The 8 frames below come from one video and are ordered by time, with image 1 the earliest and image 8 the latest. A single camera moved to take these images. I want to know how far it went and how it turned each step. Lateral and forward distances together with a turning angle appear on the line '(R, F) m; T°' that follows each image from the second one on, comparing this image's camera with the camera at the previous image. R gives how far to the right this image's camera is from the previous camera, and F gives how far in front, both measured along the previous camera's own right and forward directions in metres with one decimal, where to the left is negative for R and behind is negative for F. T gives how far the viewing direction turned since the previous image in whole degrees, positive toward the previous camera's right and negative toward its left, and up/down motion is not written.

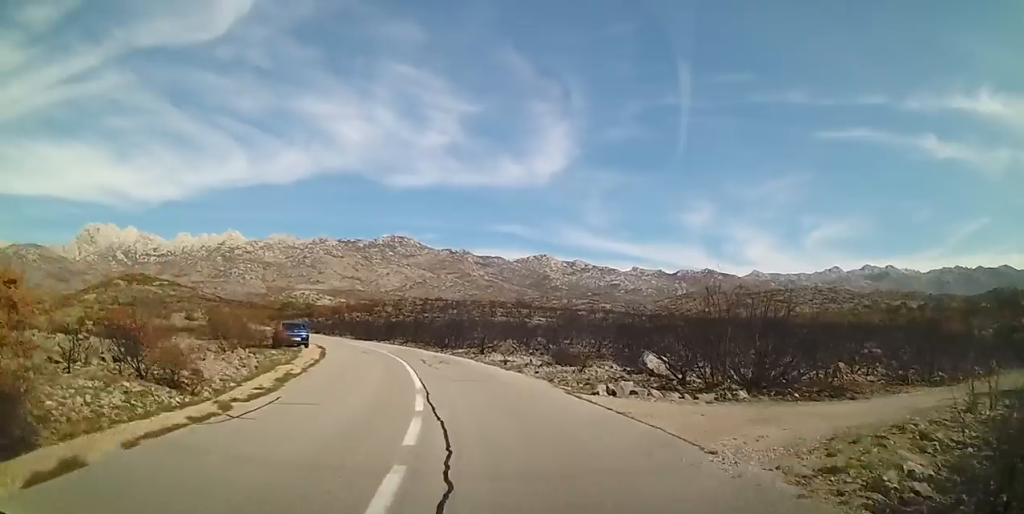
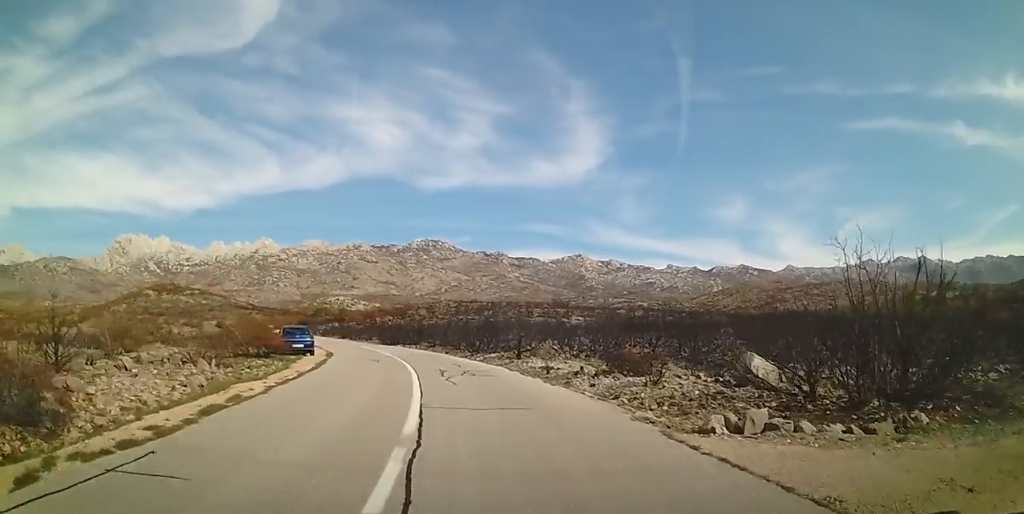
(+0.3, +4.8) m; -4°
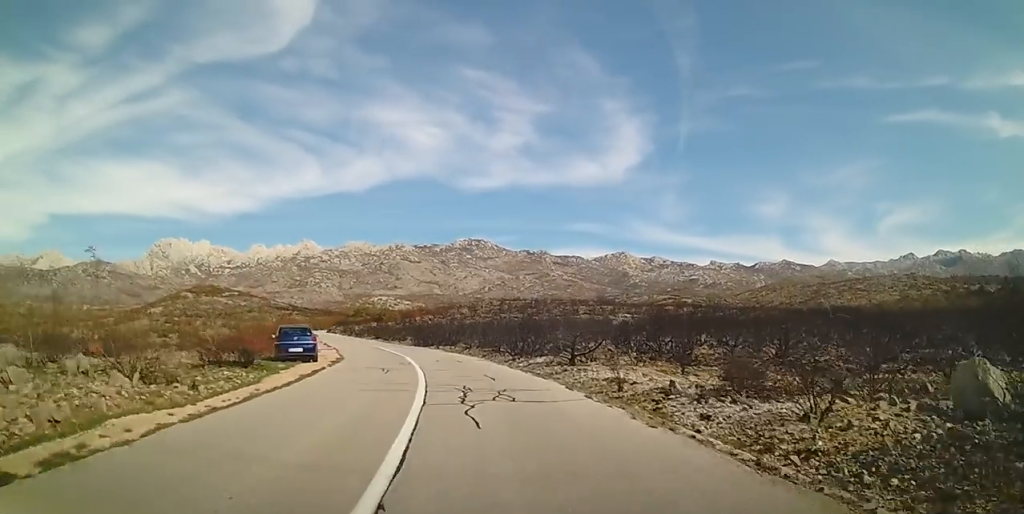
(-0.8, +5.6) m; -4°
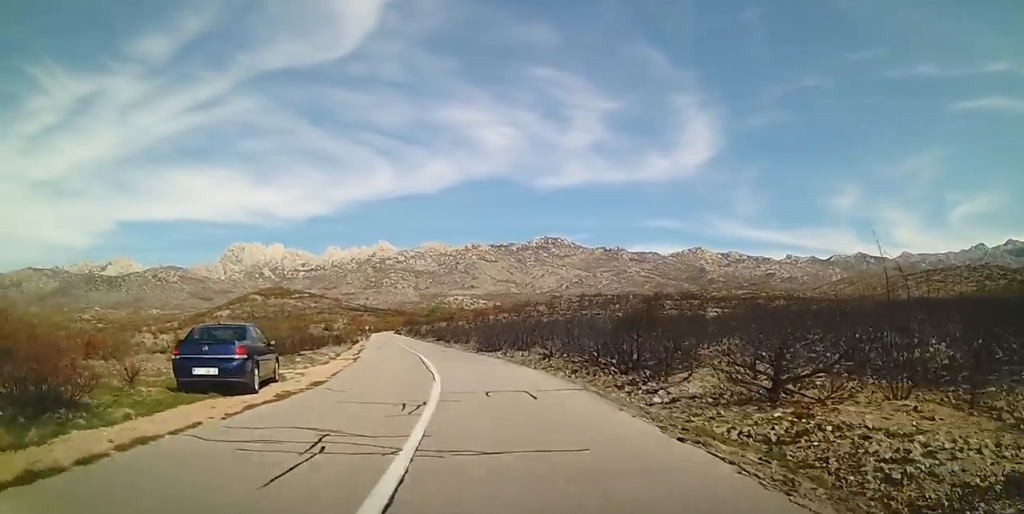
(-0.9, +11.6) m; -6°
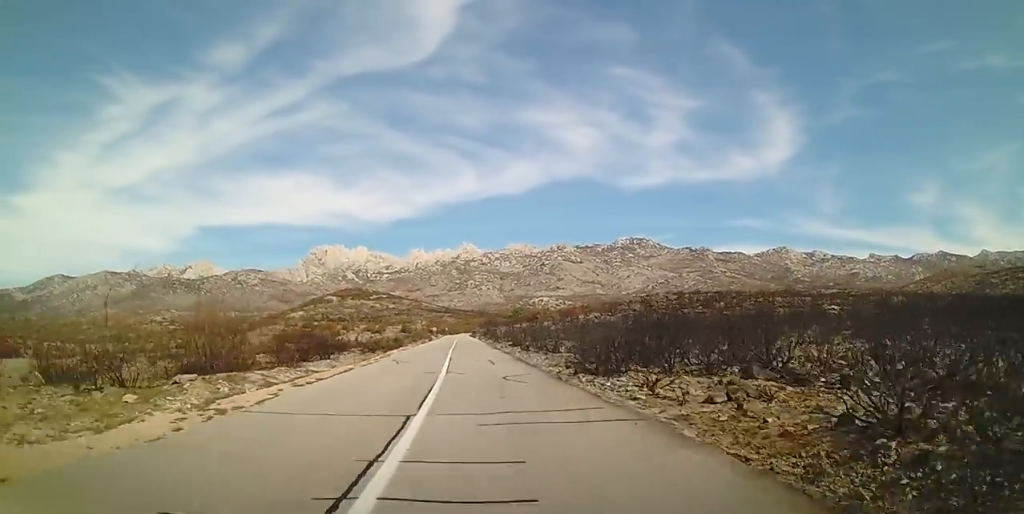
(-1.0, +18.1) m; -7°
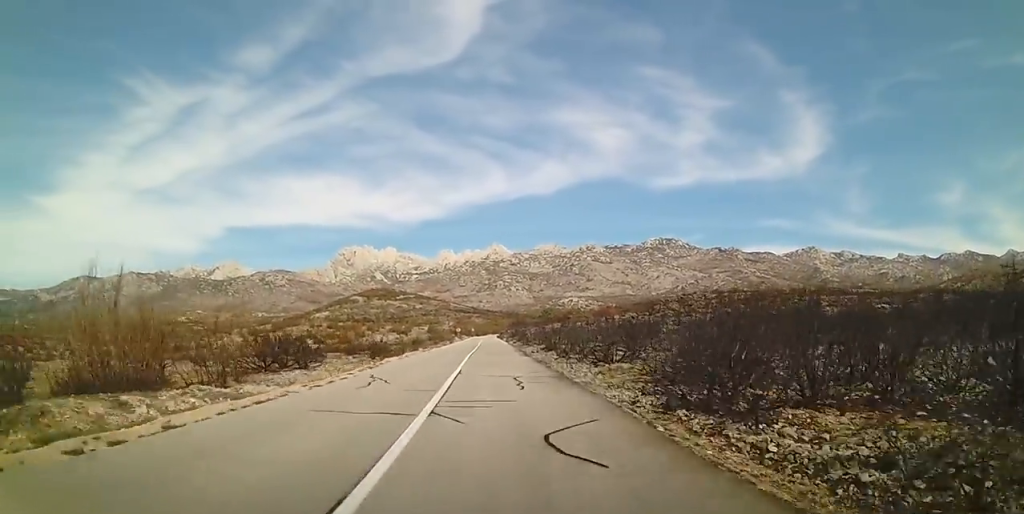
(-0.3, +8.5) m; -3°
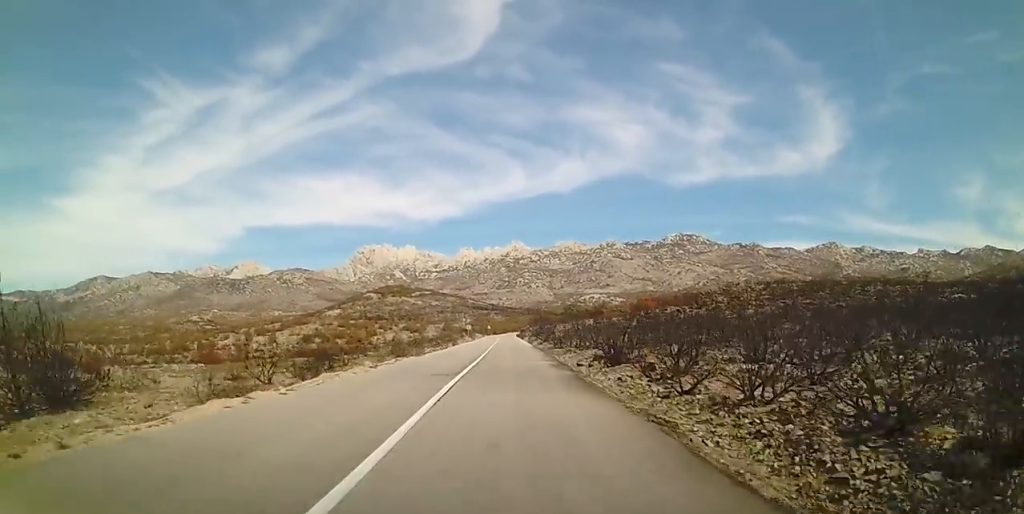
(-0.5, +18.2) m; -2°
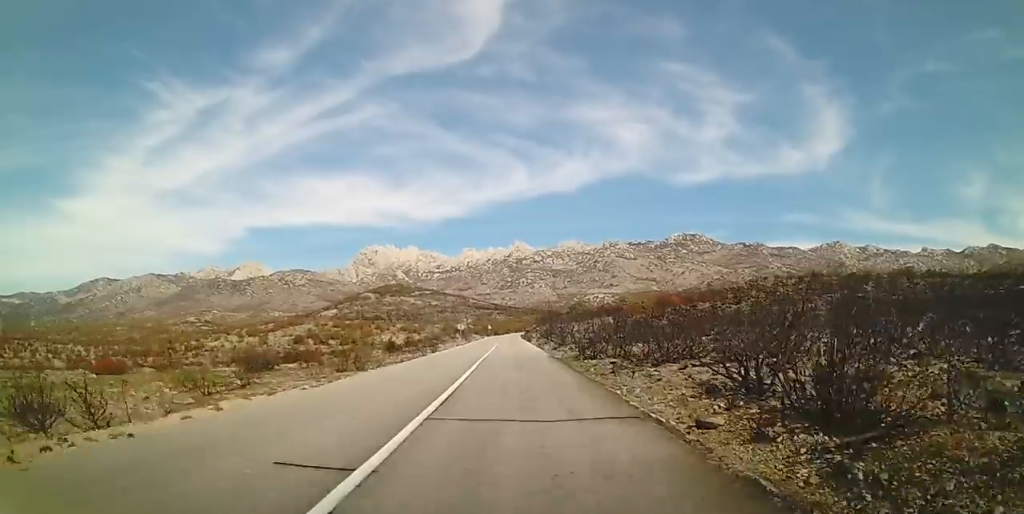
(-0.1, +15.0) m; 0°
